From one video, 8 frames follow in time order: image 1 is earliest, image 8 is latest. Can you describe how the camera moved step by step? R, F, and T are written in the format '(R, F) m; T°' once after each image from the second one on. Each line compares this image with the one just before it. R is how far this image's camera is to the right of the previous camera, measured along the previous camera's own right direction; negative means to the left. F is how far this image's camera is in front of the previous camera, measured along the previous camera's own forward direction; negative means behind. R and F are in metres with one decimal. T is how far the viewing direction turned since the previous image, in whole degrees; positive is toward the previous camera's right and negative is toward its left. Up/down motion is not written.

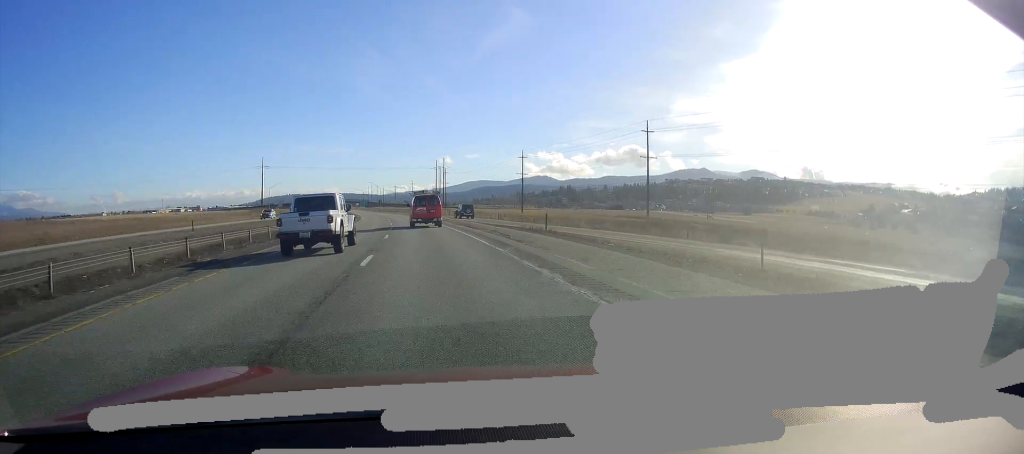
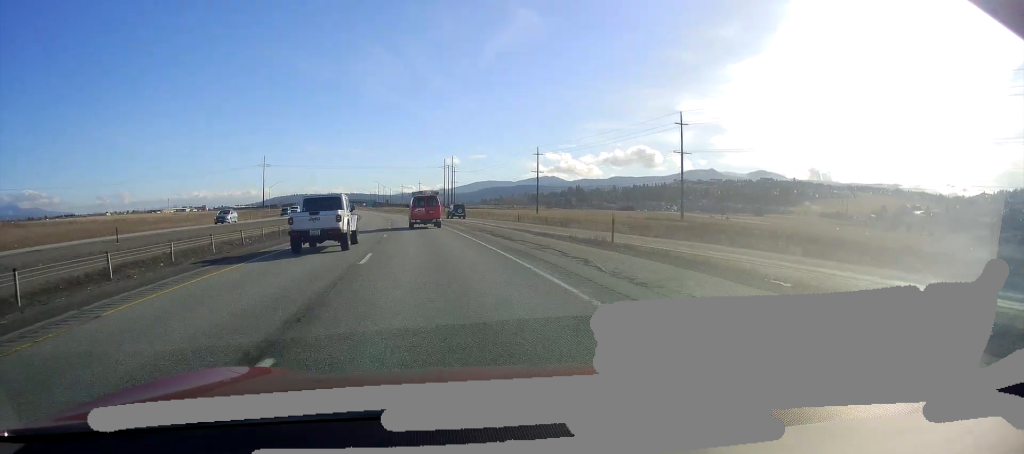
(-0.2, +11.8) m; 0°
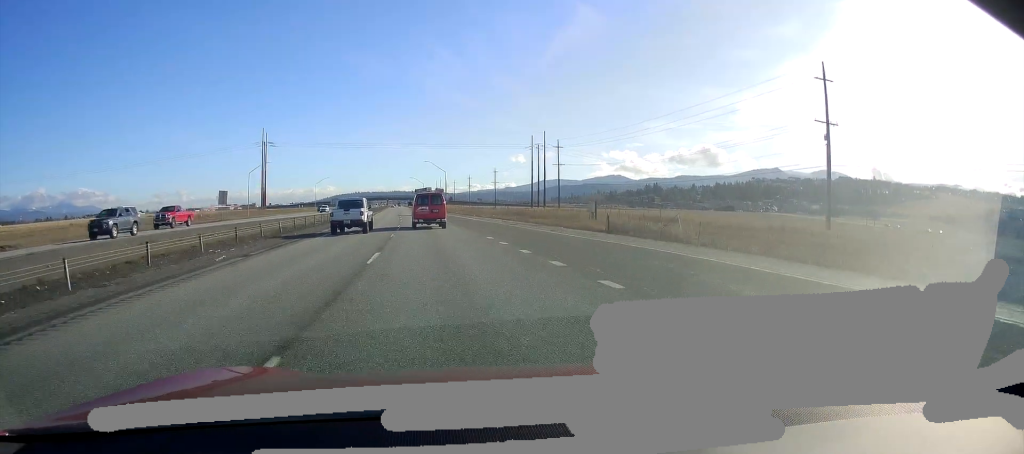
(-4.6, +96.9) m; -6°
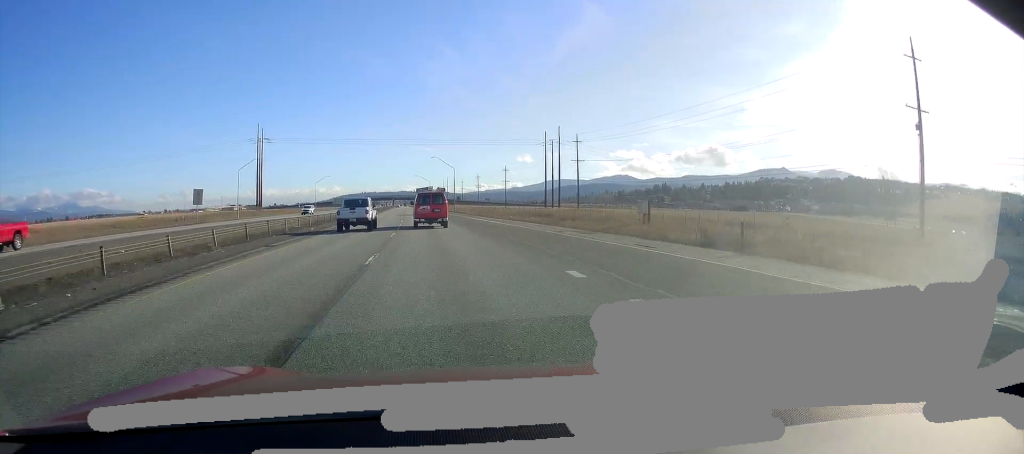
(-0.3, +12.8) m; 0°
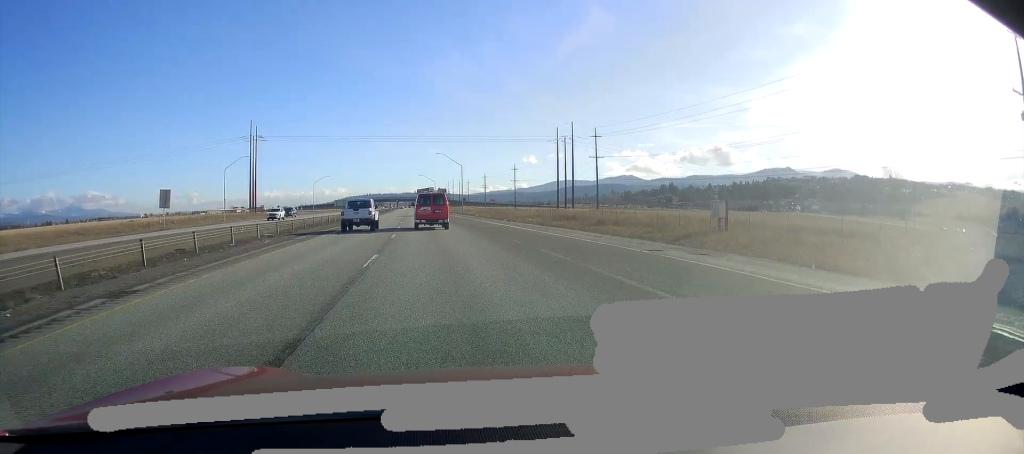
(-0.1, +12.8) m; 0°
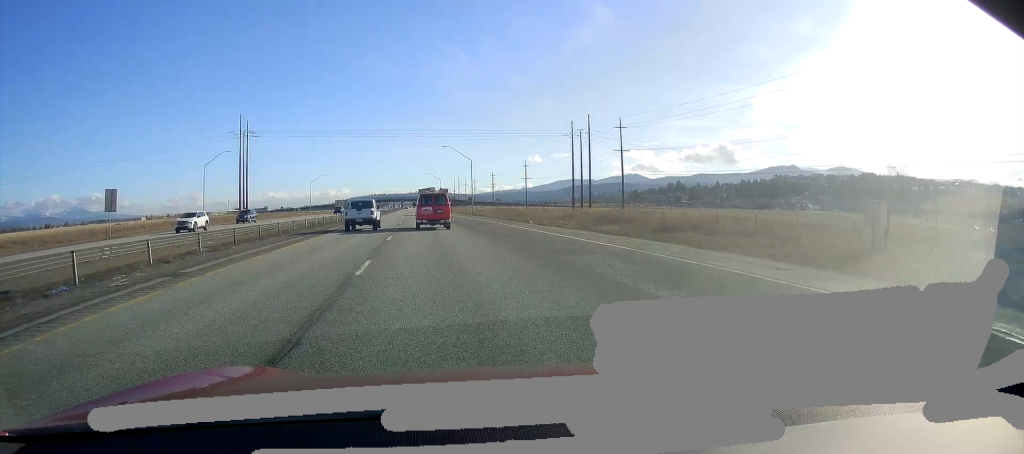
(+0.2, +13.9) m; -1°
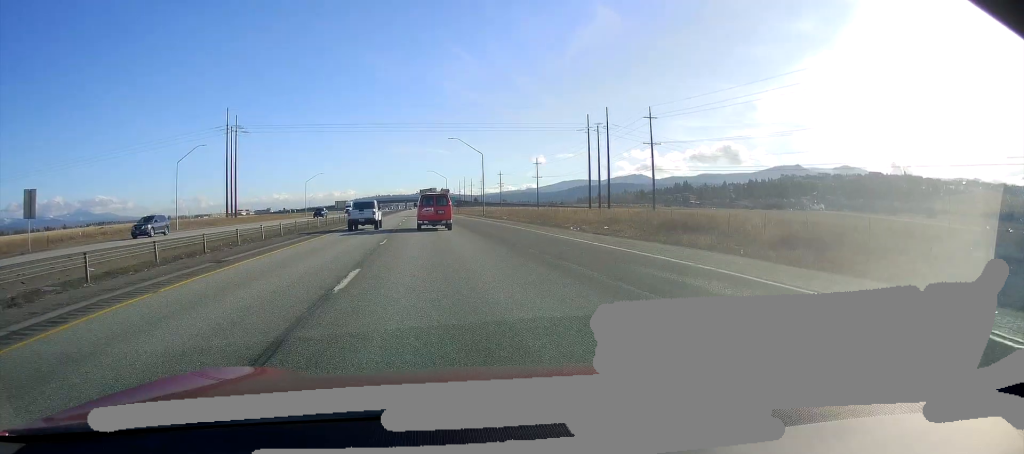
(+0.1, +13.9) m; -1°
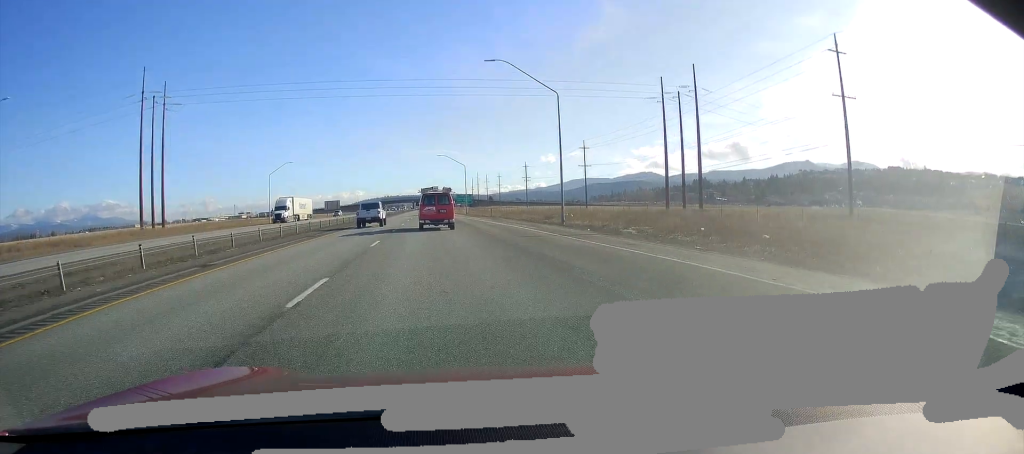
(-1.3, +49.6) m; -2°
